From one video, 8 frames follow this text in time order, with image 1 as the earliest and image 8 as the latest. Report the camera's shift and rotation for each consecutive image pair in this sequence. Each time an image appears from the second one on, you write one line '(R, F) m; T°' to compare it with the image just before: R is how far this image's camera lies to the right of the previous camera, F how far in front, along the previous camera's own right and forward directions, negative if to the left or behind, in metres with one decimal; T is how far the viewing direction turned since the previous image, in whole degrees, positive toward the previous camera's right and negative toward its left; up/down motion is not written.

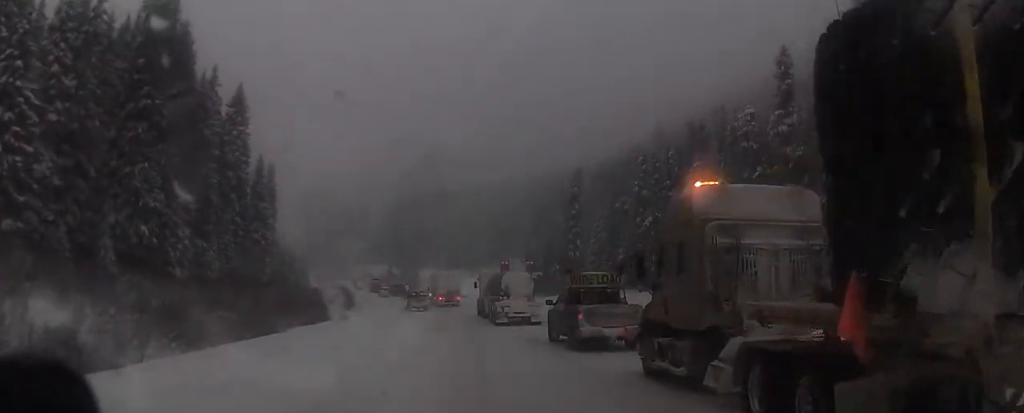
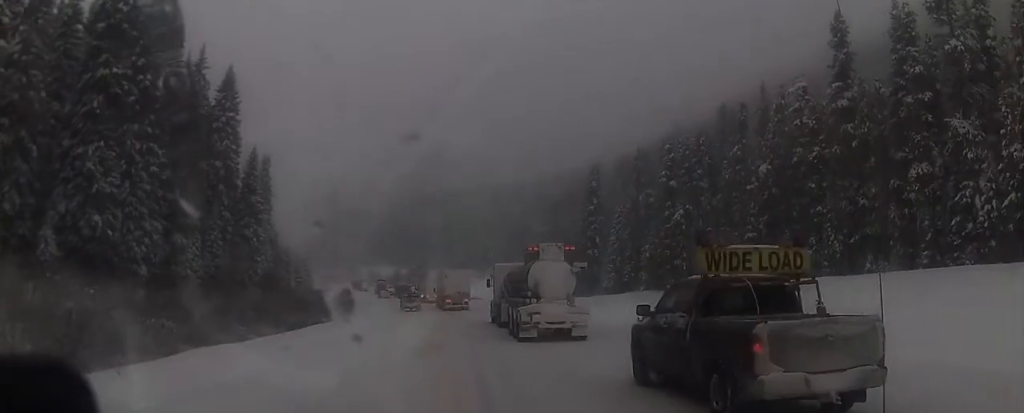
(0.0, +11.6) m; +1°
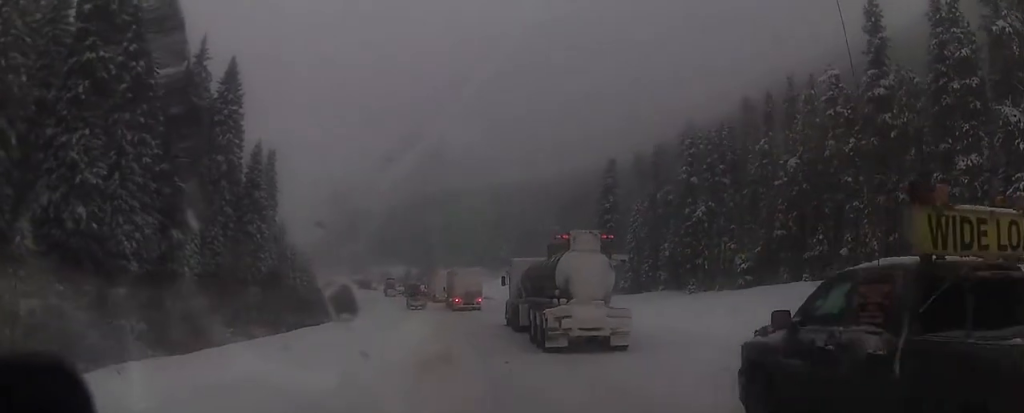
(+0.1, +4.8) m; -1°
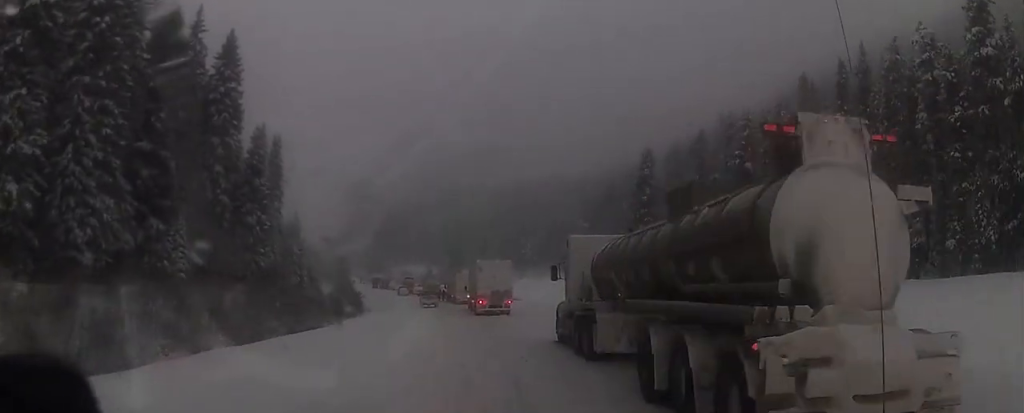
(-0.4, +12.8) m; -2°
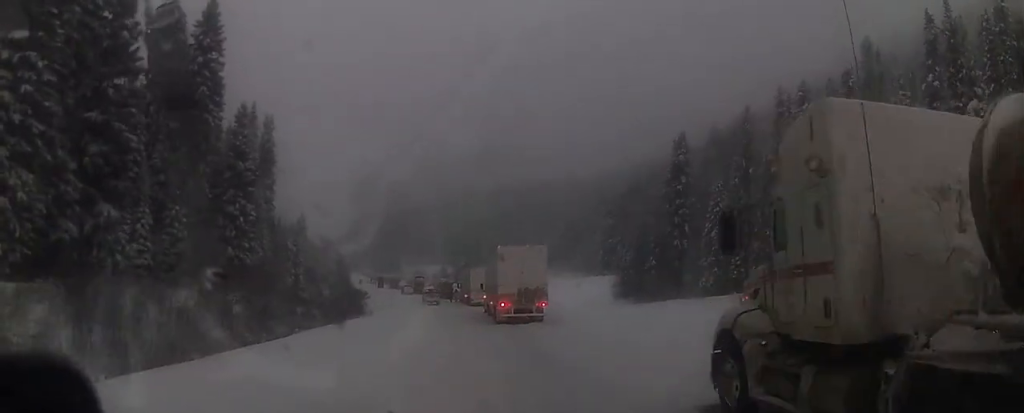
(+0.1, +14.4) m; -1°
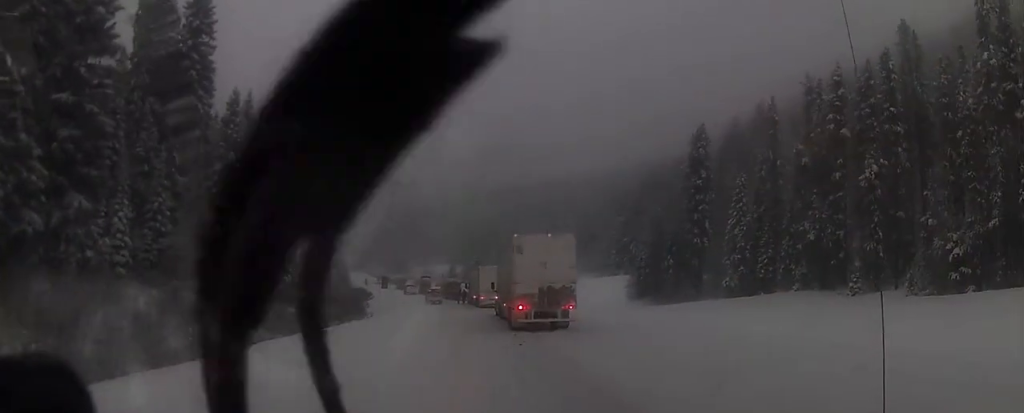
(-0.1, +7.0) m; -1°
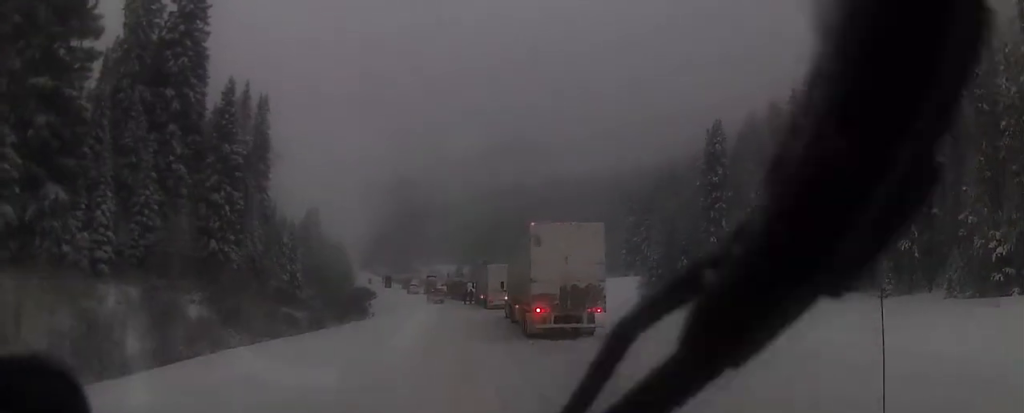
(0.0, +4.8) m; 0°
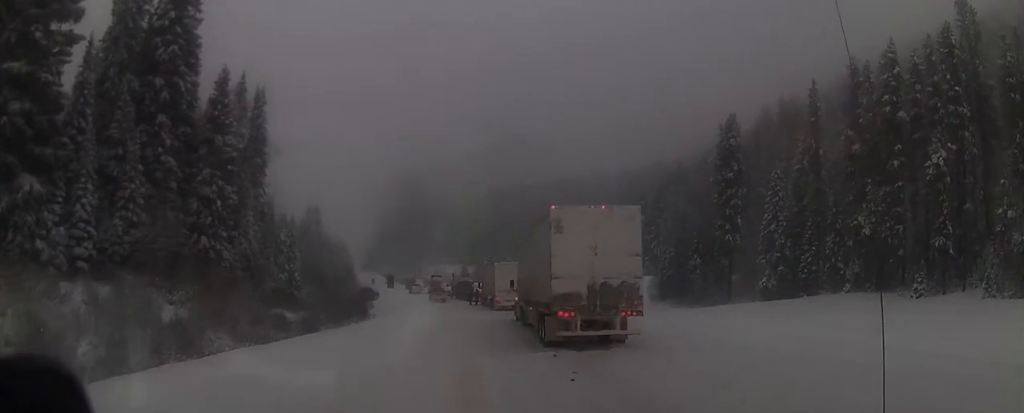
(0.0, +4.5) m; -2°
